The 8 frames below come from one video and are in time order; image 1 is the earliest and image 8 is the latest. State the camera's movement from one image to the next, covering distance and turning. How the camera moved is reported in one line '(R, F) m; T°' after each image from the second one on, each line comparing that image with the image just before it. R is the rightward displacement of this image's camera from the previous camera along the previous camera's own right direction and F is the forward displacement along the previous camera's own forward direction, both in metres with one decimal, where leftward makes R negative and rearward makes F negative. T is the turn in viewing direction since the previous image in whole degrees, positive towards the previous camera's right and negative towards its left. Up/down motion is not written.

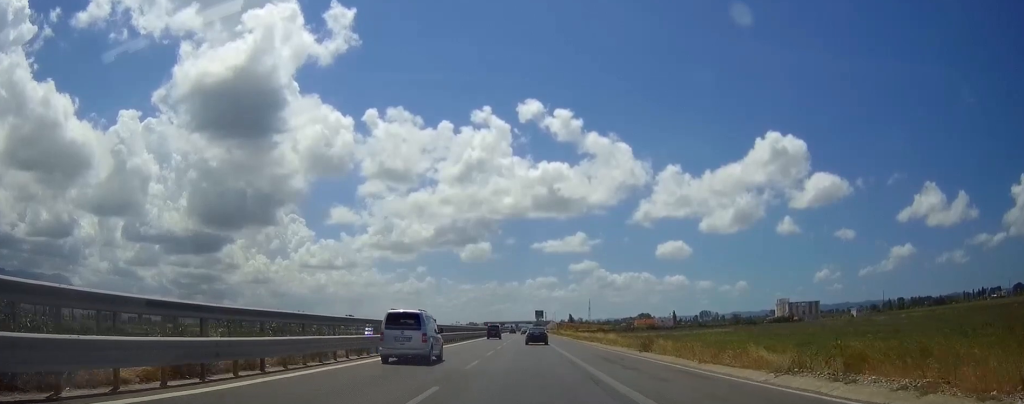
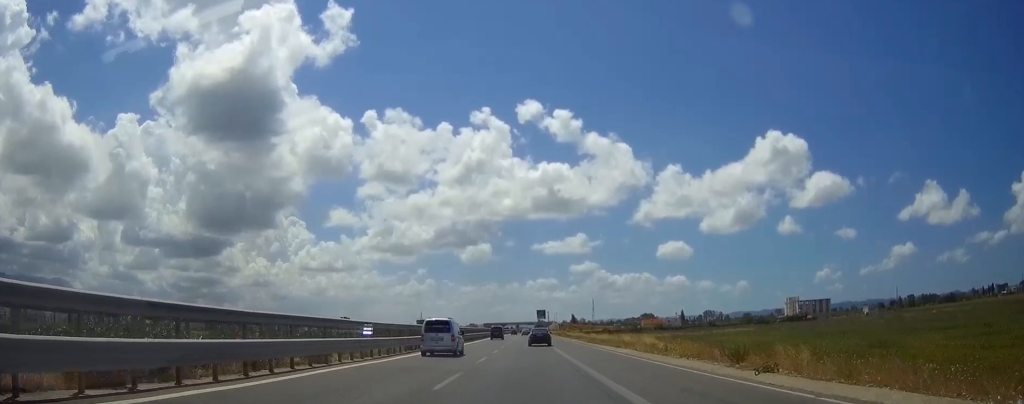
(0.0, +17.9) m; 0°
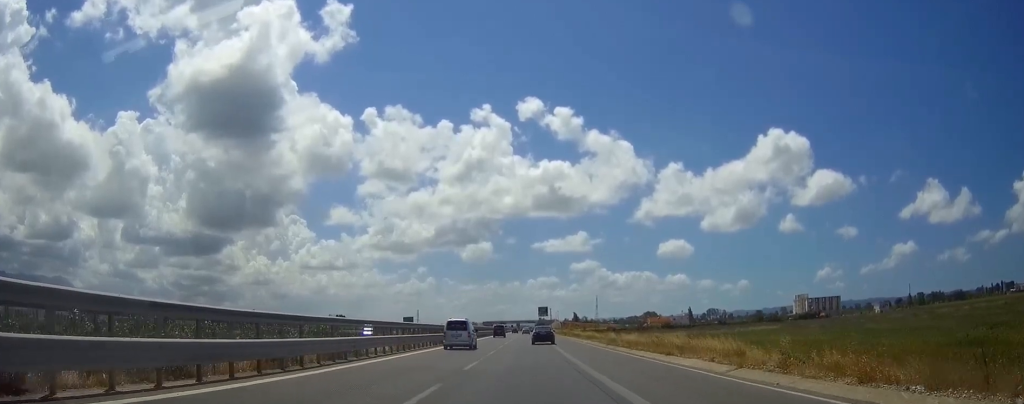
(0.0, +15.8) m; 0°
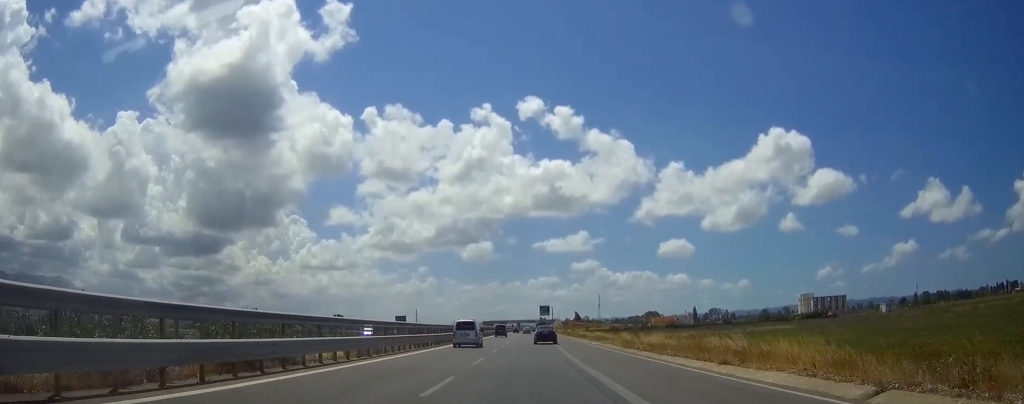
(0.0, +8.2) m; 0°
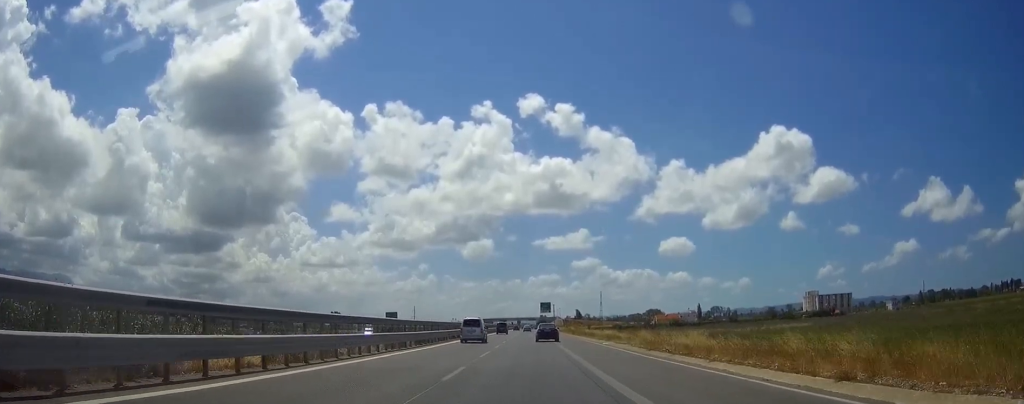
(0.0, +9.1) m; 0°
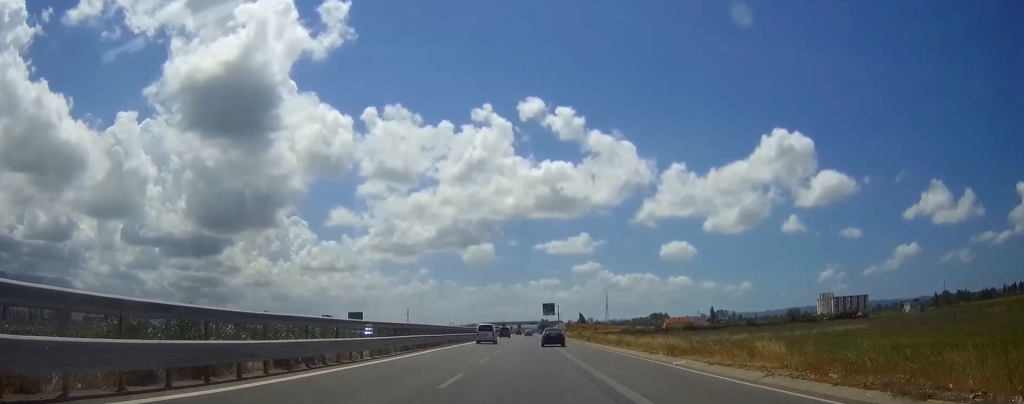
(0.0, +26.6) m; 0°
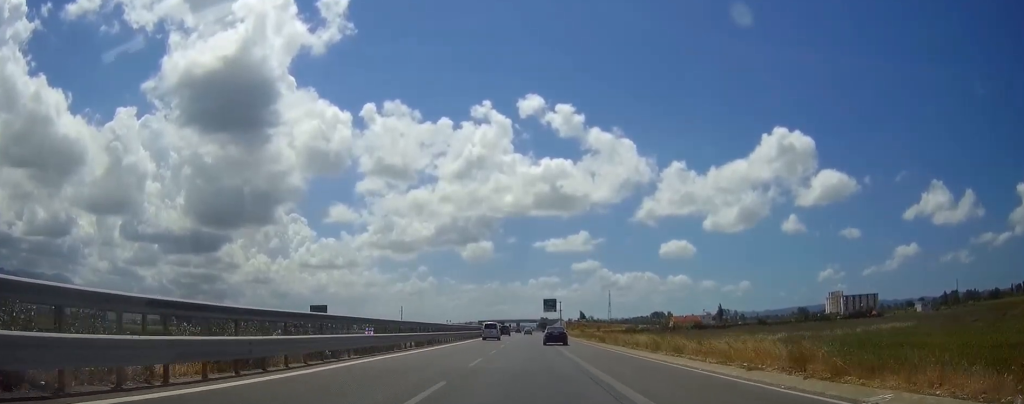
(0.0, +16.7) m; 0°
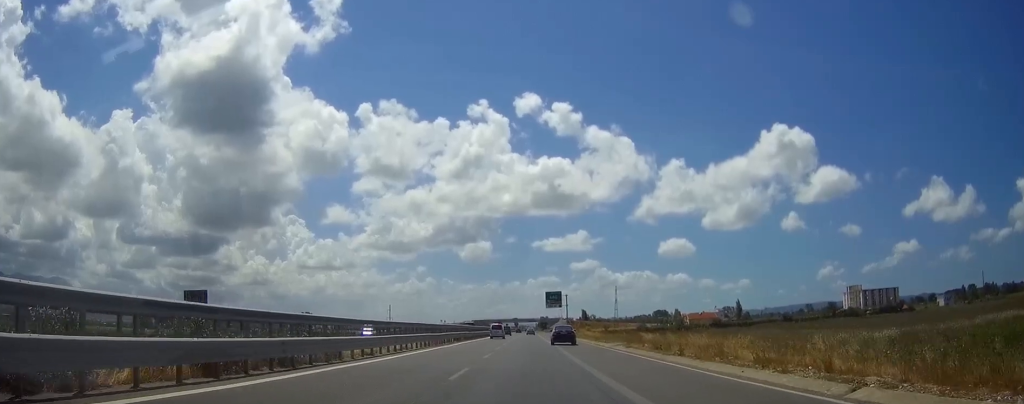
(0.0, +30.0) m; 0°
